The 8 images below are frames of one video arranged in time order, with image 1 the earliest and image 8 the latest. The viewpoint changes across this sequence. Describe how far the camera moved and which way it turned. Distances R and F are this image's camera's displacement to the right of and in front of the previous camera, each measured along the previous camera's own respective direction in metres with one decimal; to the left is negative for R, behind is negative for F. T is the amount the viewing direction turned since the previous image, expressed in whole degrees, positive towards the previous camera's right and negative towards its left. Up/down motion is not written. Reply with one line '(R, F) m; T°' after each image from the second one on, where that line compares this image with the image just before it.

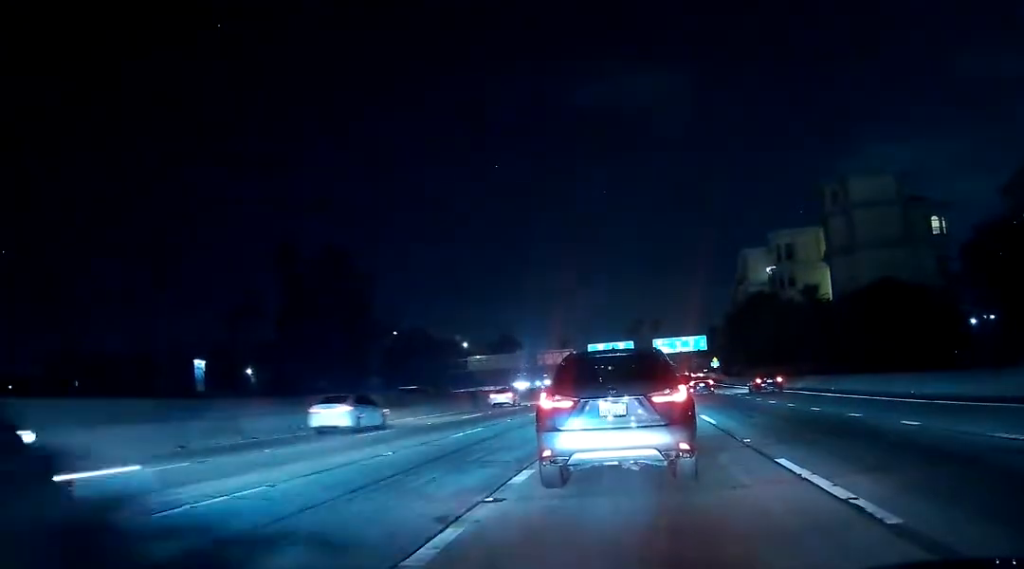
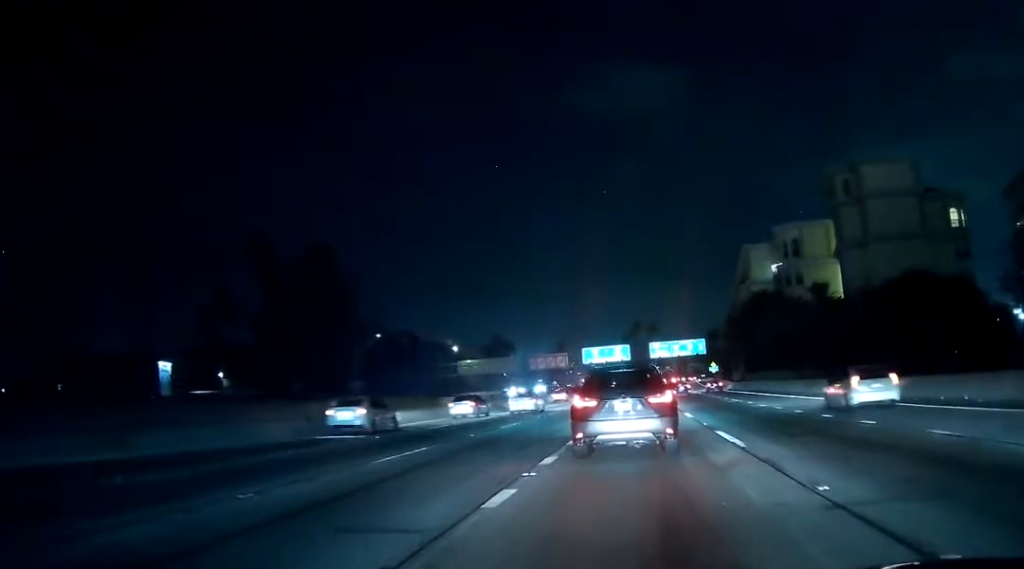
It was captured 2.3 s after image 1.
(-0.3, +5.9) m; -3°
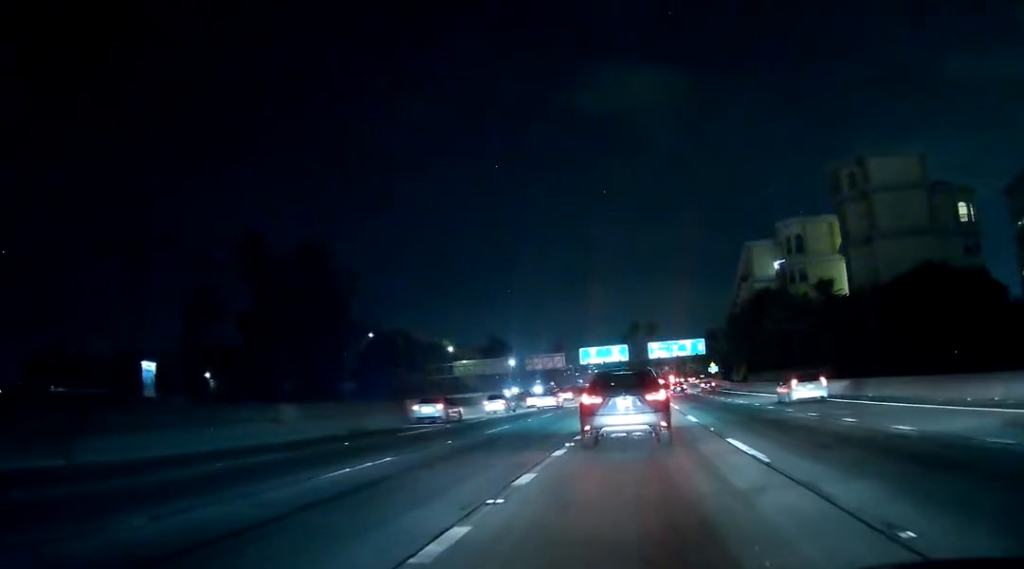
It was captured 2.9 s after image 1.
(+0.1, +2.9) m; +3°
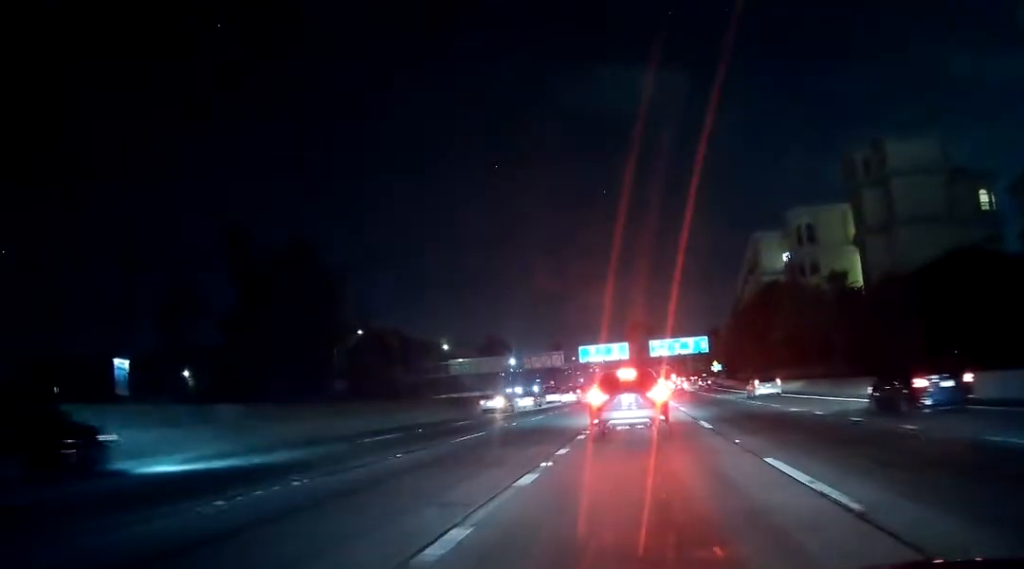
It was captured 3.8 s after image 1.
(+0.2, +4.9) m; +3°
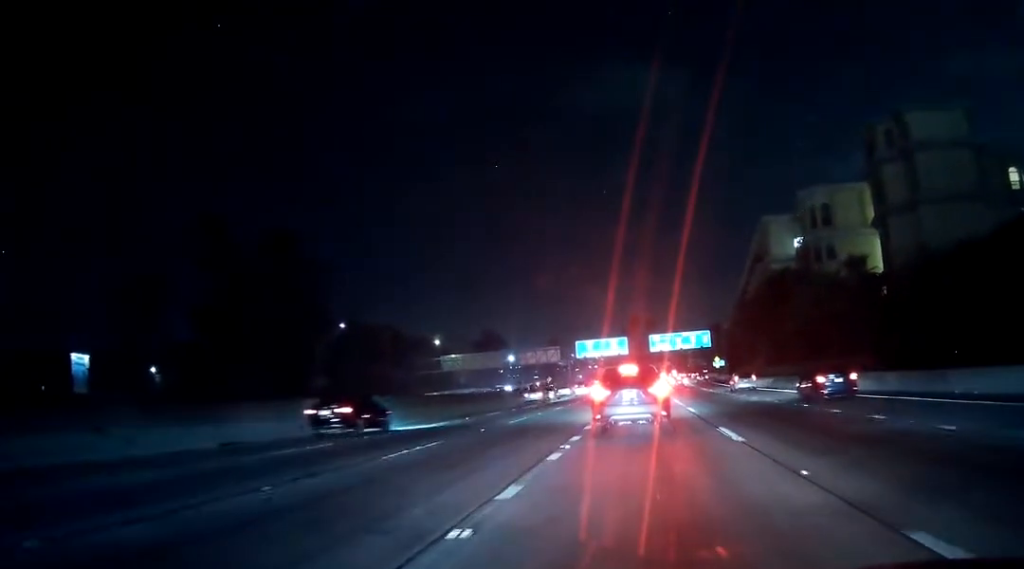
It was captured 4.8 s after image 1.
(+0.1, +6.1) m; +1°
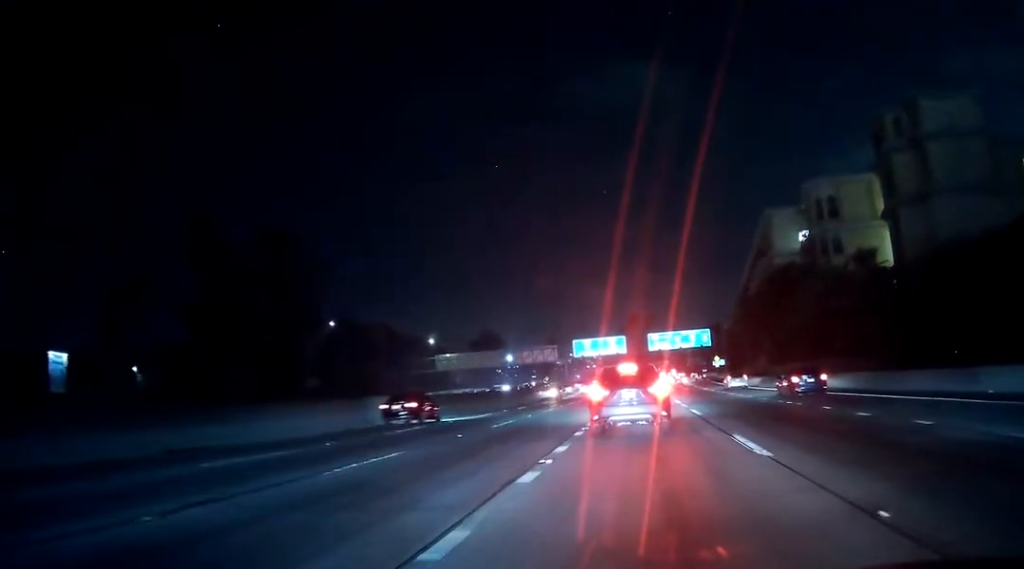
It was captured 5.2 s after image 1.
(0.0, +2.9) m; -1°
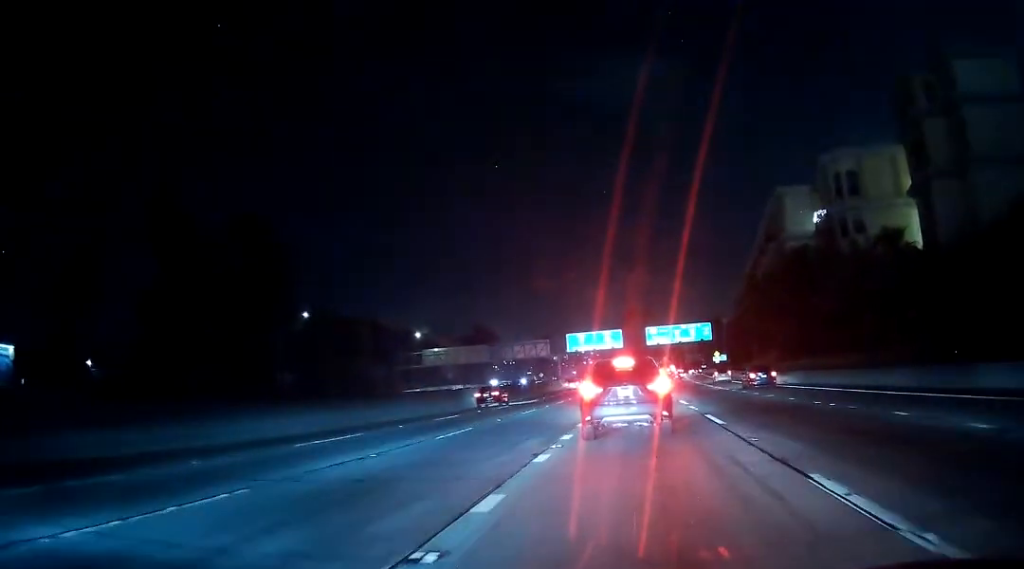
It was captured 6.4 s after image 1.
(-0.2, +7.8) m; -1°
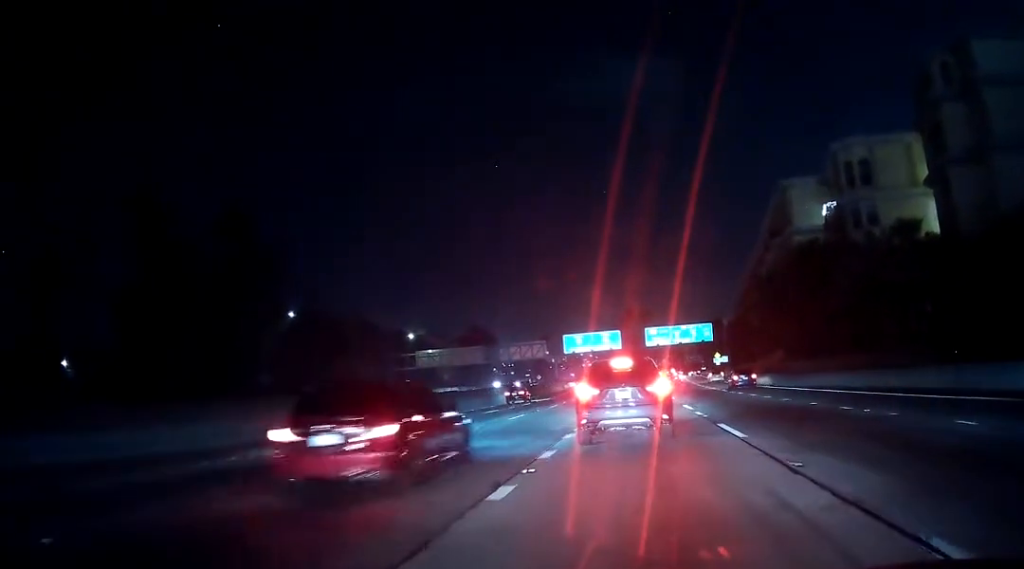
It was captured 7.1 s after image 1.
(+0.1, +4.8) m; 0°
